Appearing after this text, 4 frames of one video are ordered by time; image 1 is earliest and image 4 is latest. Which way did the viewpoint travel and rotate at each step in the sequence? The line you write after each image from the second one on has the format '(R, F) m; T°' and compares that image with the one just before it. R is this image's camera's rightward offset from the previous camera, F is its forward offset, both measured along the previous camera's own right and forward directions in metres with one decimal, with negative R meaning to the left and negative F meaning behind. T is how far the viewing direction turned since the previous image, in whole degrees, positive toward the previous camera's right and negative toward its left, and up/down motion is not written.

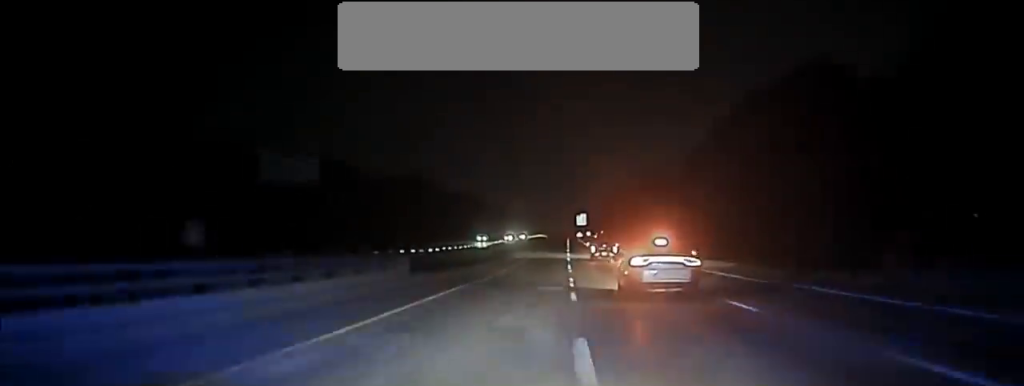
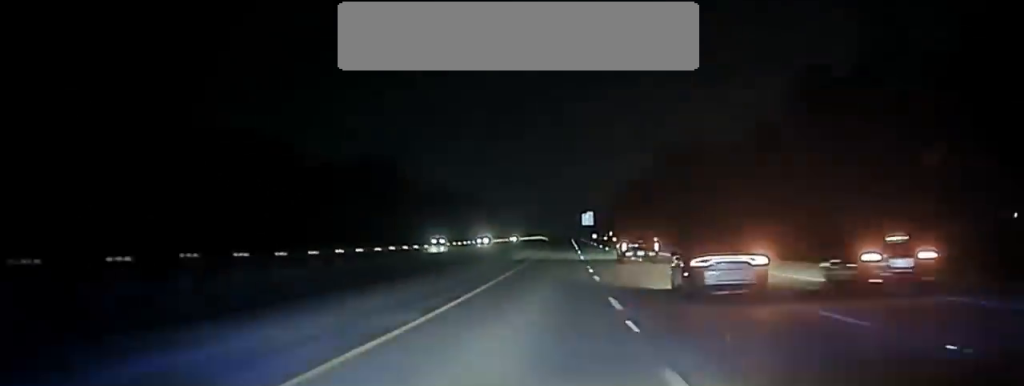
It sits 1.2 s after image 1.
(-0.3, +64.9) m; 0°
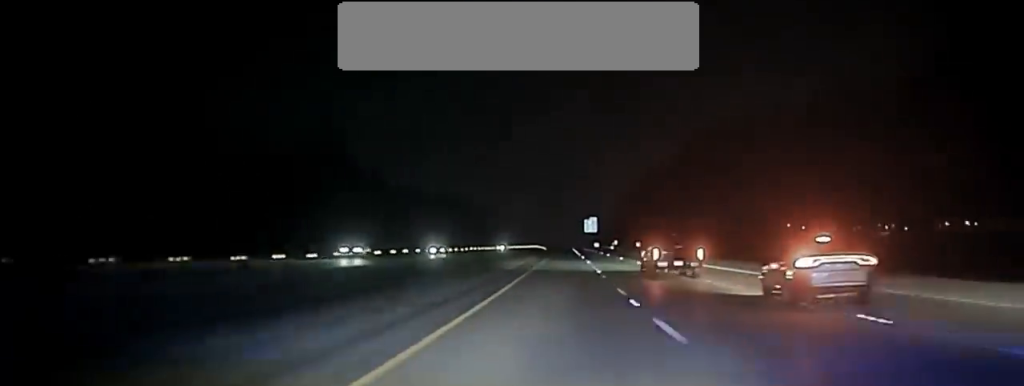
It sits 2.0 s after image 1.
(+0.1, +48.0) m; 0°
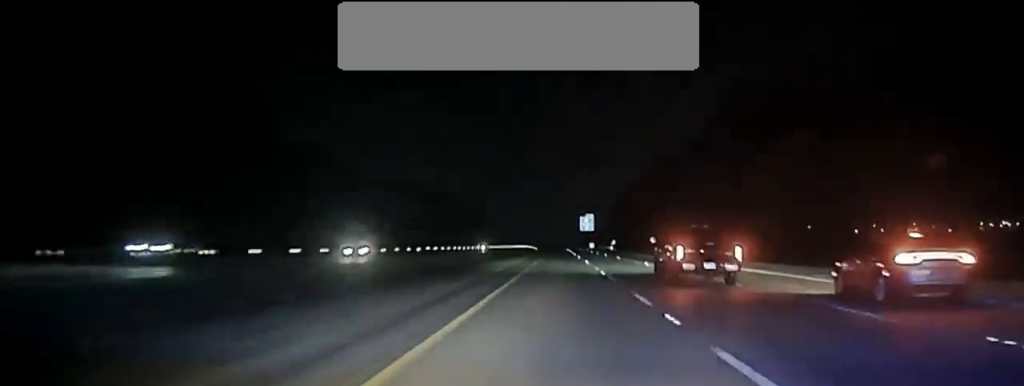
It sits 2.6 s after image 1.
(0.0, +29.0) m; 0°
